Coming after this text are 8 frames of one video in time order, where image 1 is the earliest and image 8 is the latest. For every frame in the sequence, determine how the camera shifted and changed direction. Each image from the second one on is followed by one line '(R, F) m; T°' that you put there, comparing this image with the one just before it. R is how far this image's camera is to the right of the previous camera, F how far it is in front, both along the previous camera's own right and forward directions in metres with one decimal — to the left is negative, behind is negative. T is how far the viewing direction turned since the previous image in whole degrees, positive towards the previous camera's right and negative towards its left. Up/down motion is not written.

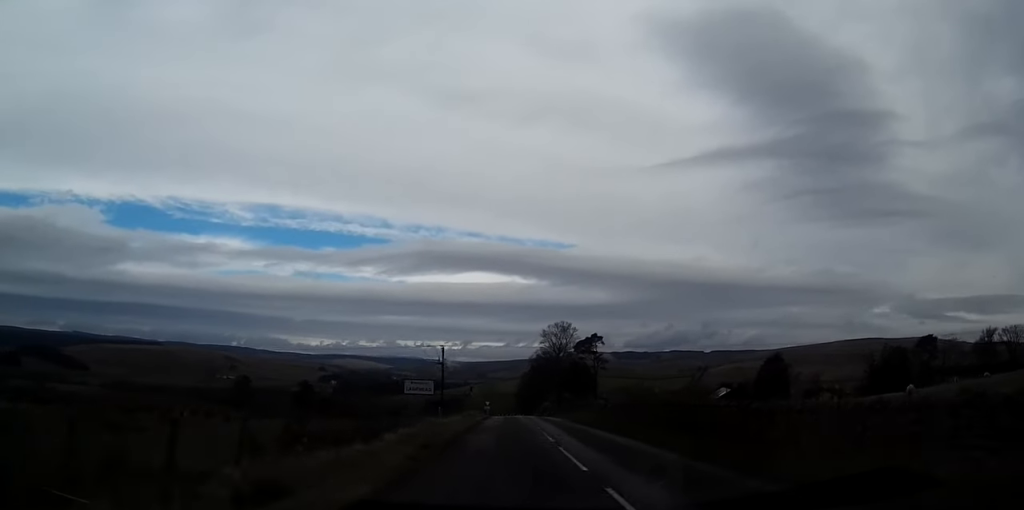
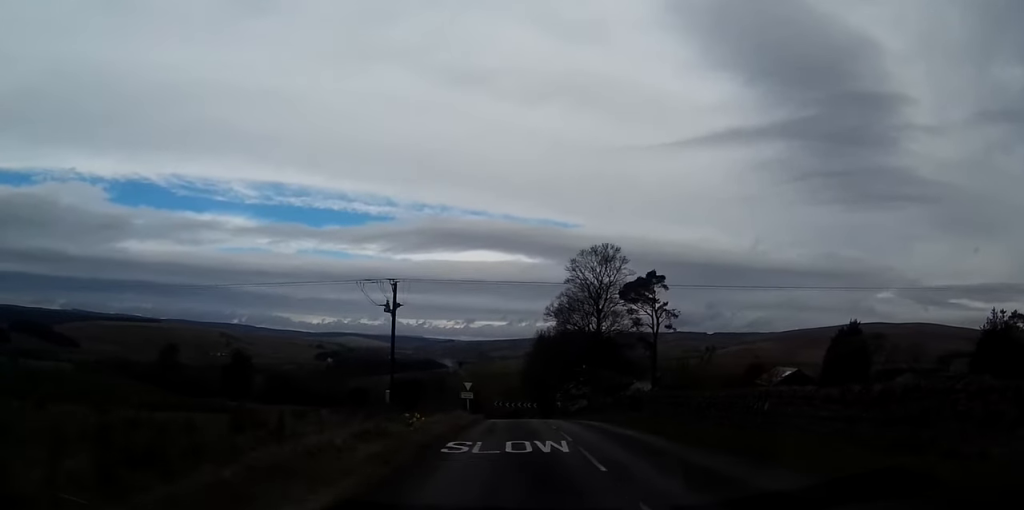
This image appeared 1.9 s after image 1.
(-0.1, +46.2) m; 0°
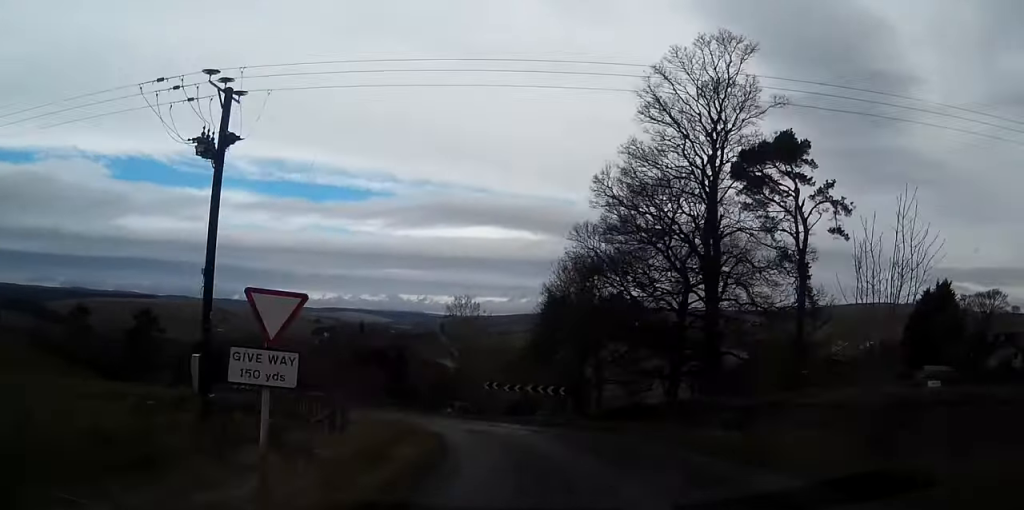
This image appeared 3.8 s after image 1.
(-0.2, +37.3) m; -1°
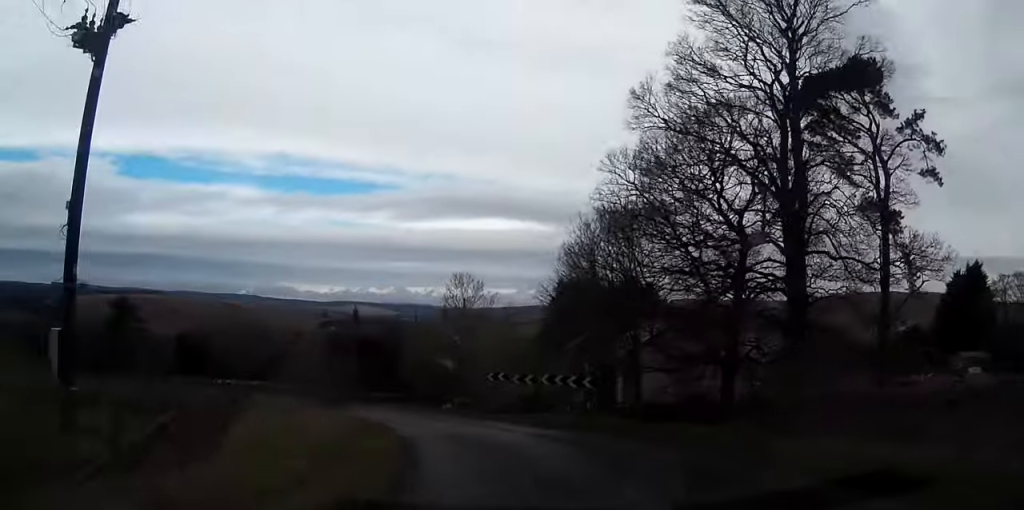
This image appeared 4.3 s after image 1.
(+0.1, +8.3) m; -1°
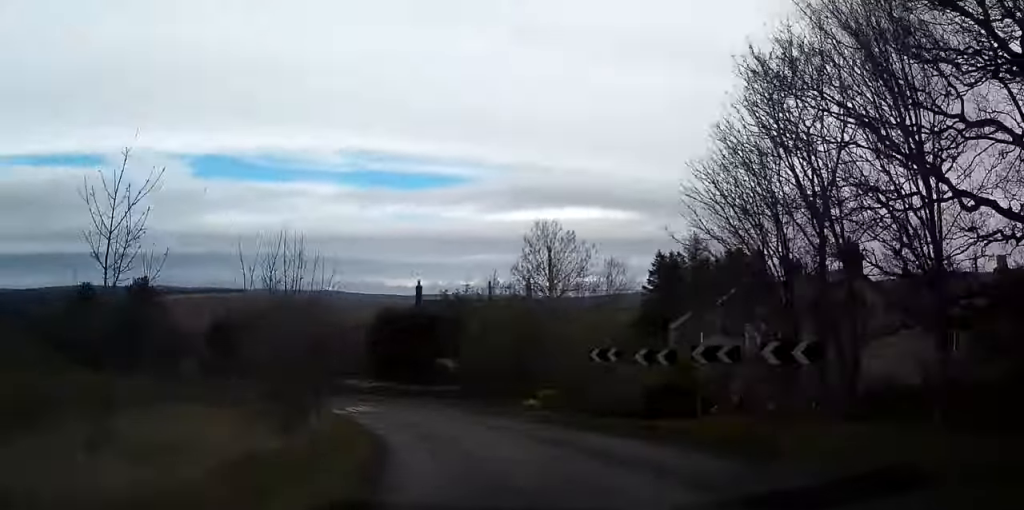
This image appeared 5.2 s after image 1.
(-0.4, +15.3) m; -6°
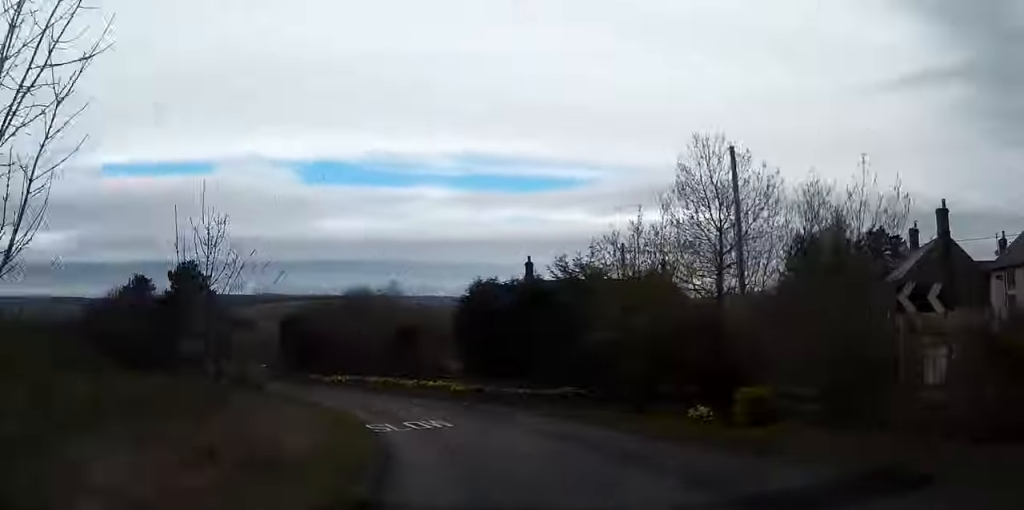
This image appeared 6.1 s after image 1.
(-1.0, +13.8) m; -9°
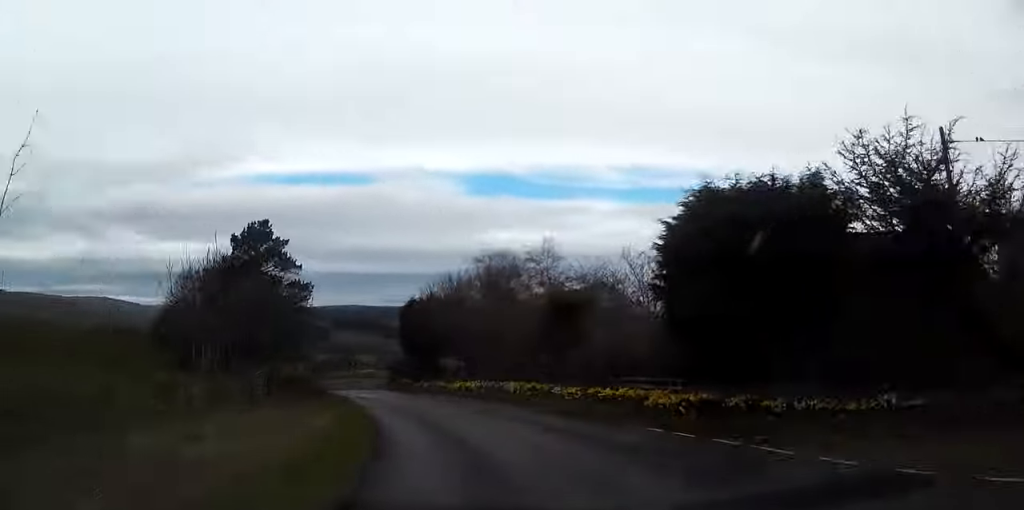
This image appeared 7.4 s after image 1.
(-1.9, +18.4) m; -13°
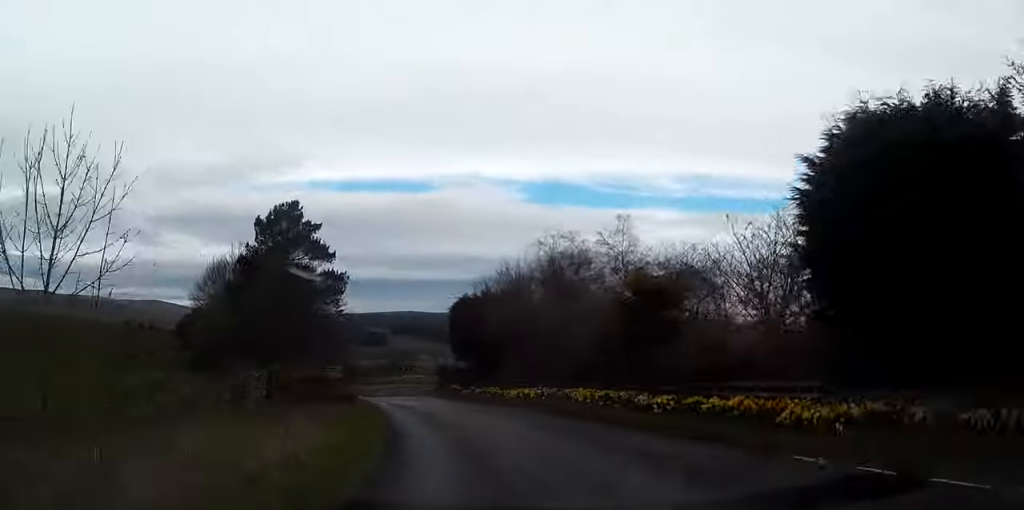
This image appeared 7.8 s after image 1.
(-0.4, +6.0) m; -4°
